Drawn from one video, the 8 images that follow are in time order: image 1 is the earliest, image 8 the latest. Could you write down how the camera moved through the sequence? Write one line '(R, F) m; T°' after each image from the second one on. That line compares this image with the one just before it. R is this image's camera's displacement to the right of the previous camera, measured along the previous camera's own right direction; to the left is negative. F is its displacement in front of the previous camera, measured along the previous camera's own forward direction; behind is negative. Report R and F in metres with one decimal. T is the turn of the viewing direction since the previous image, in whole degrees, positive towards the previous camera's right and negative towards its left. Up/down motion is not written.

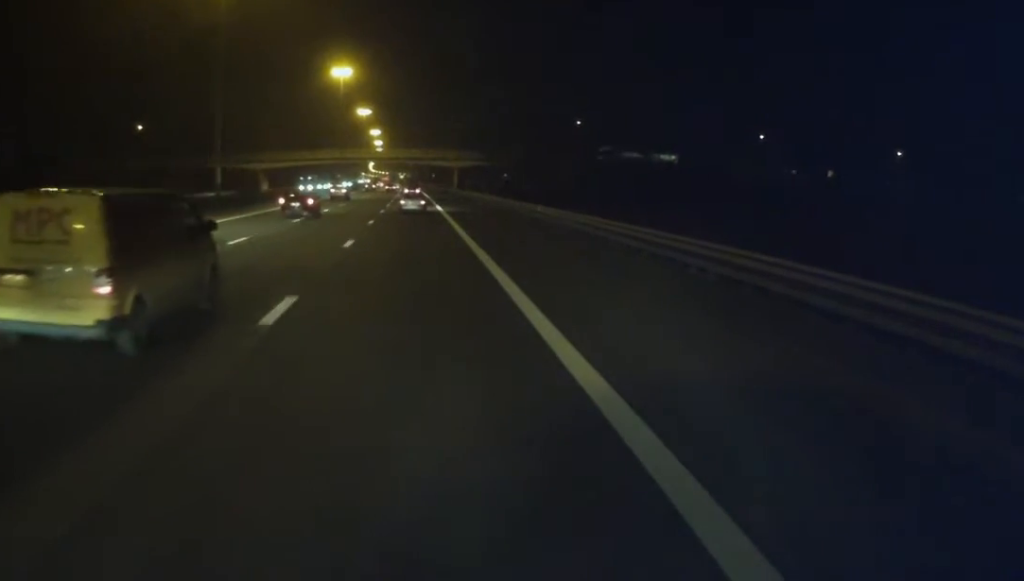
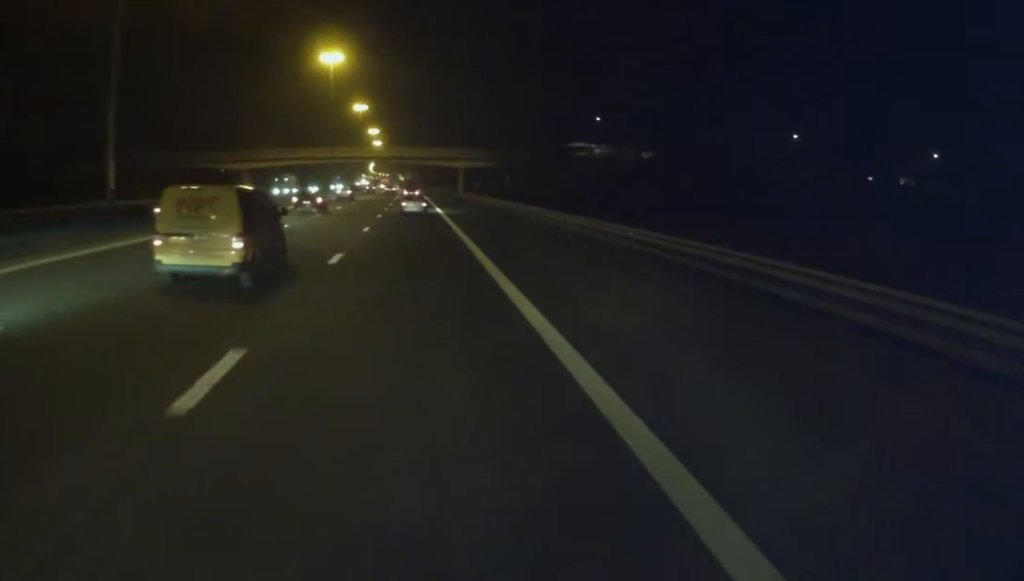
(-0.3, +16.5) m; 0°
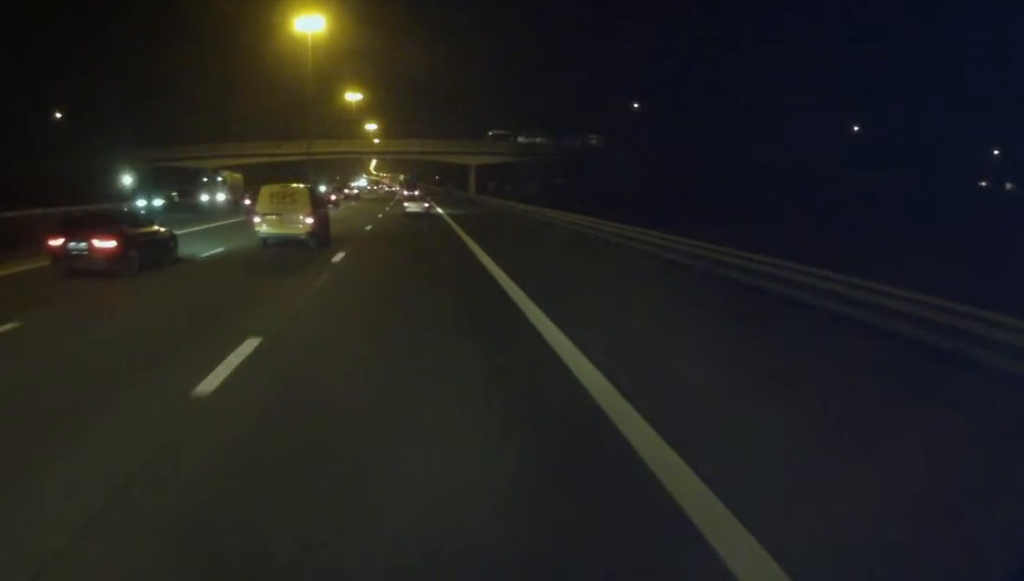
(+0.1, +24.3) m; 0°
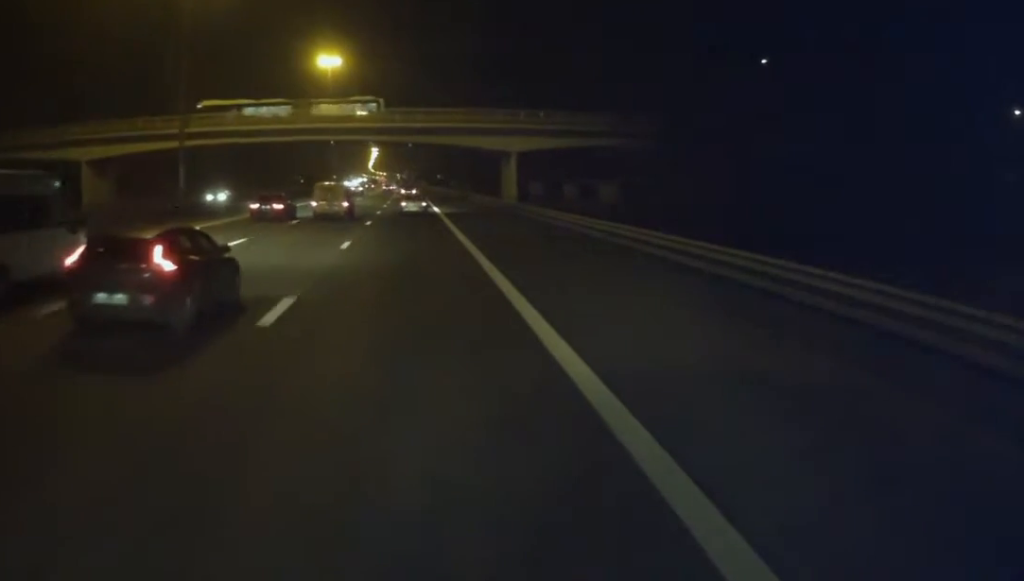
(-0.4, +46.4) m; 0°
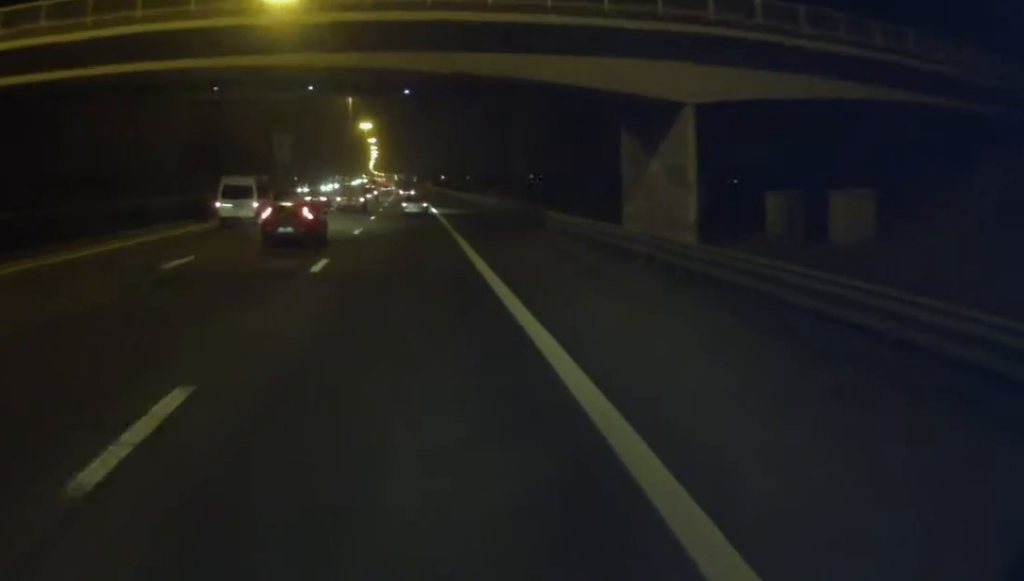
(+0.7, +43.1) m; +1°
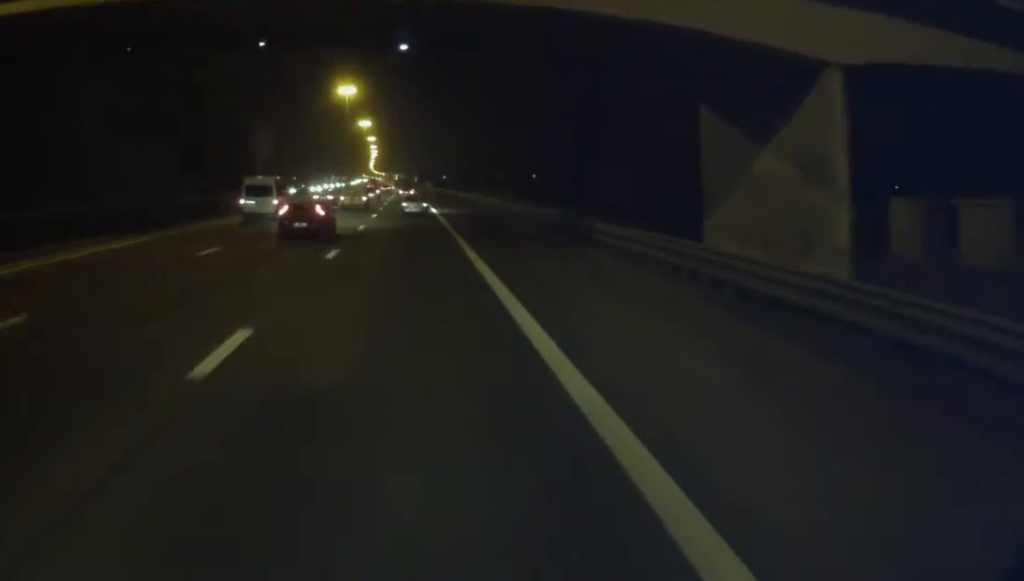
(+0.1, +9.4) m; -1°
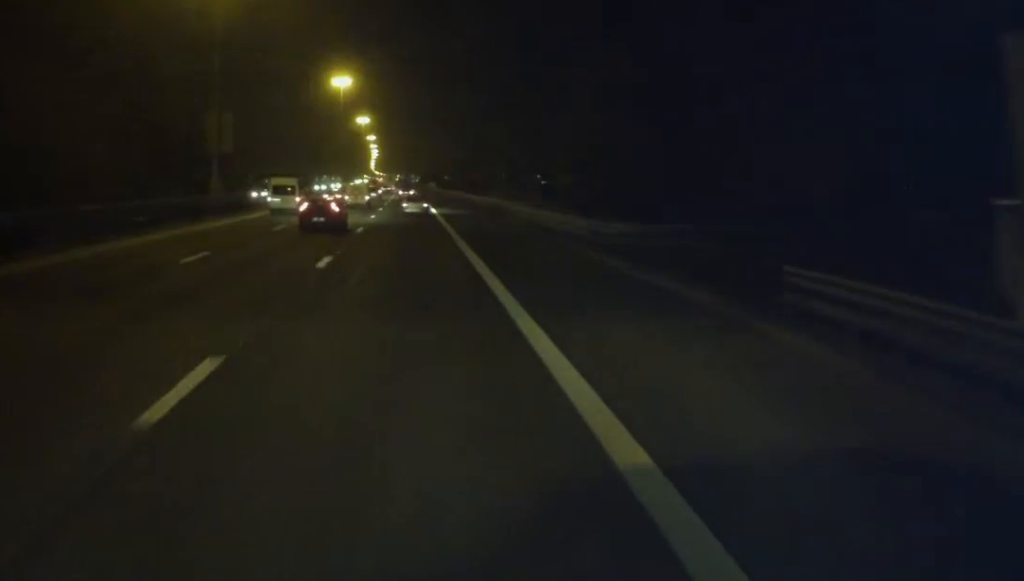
(-0.3, +14.1) m; -1°
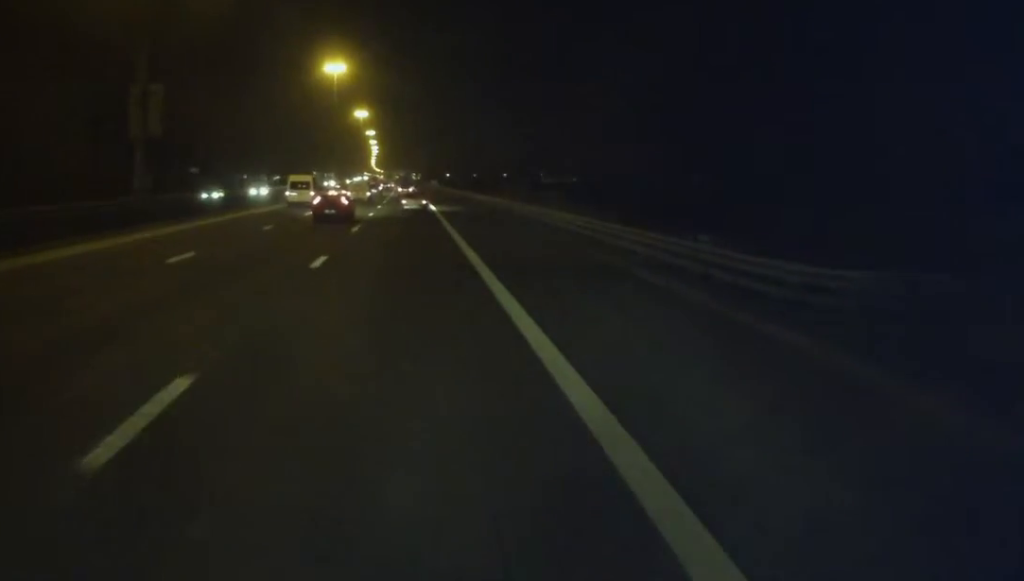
(-0.2, +13.3) m; -1°
